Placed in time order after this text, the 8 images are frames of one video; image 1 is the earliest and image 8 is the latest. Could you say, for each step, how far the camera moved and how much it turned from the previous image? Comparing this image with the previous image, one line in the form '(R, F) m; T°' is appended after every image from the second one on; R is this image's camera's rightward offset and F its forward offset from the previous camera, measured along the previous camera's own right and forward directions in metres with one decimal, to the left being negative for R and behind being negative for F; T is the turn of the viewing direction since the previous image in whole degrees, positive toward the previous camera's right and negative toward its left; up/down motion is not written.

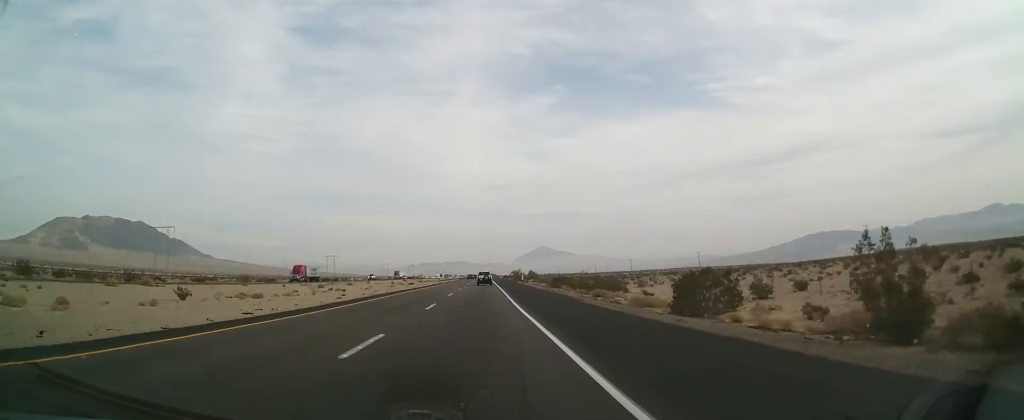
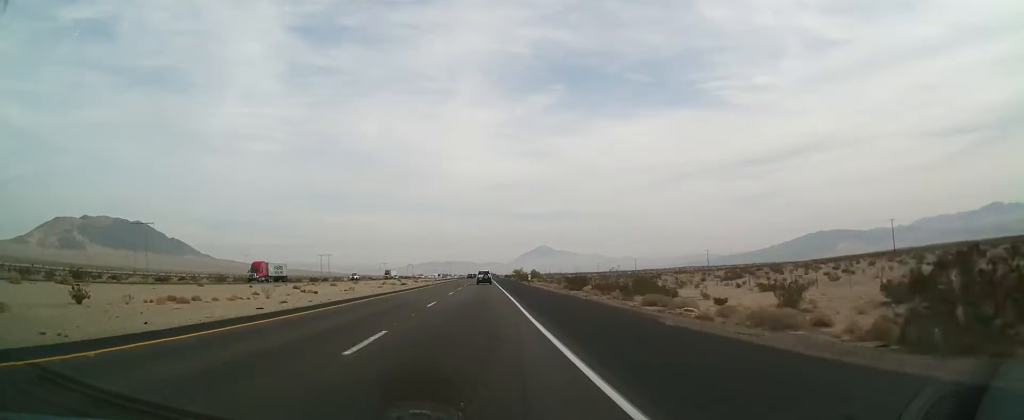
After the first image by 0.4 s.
(0.0, +14.3) m; 0°
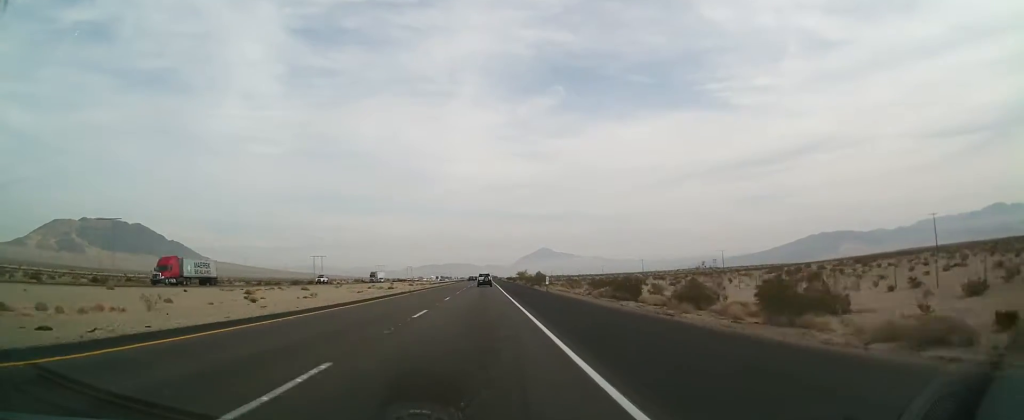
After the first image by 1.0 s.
(0.0, +19.8) m; 0°
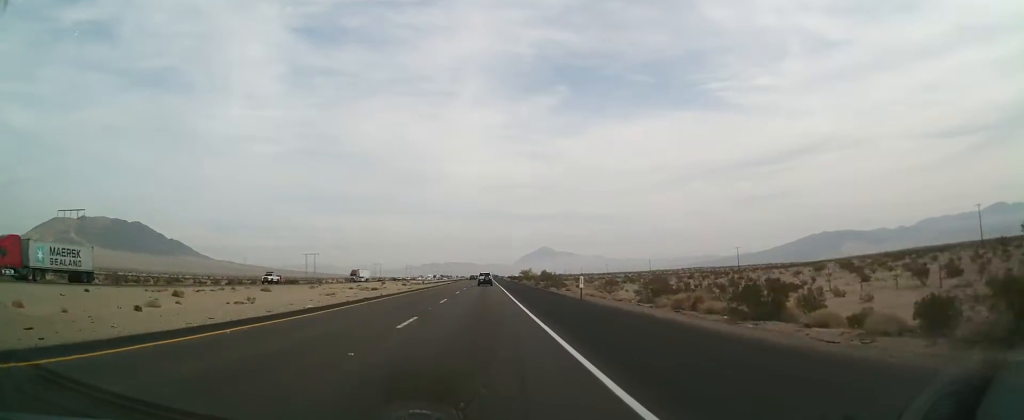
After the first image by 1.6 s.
(0.0, +18.7) m; 0°
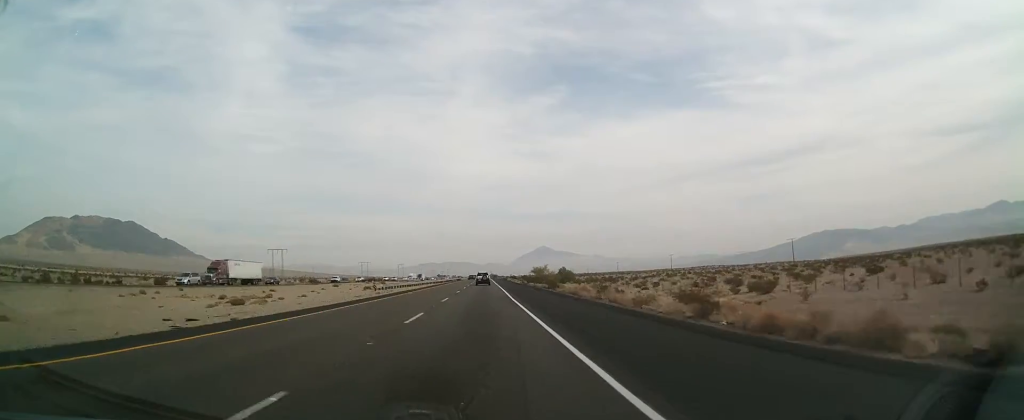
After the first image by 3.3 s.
(0.0, +56.8) m; +1°
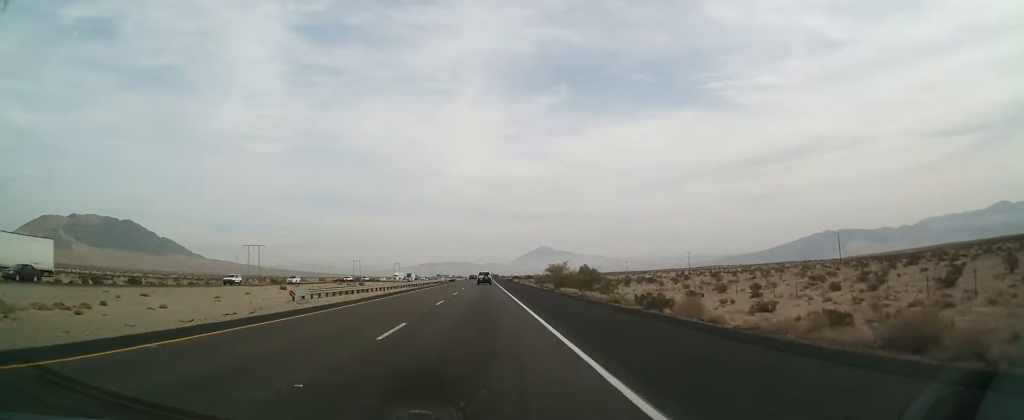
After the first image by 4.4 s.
(+0.4, +33.8) m; 0°
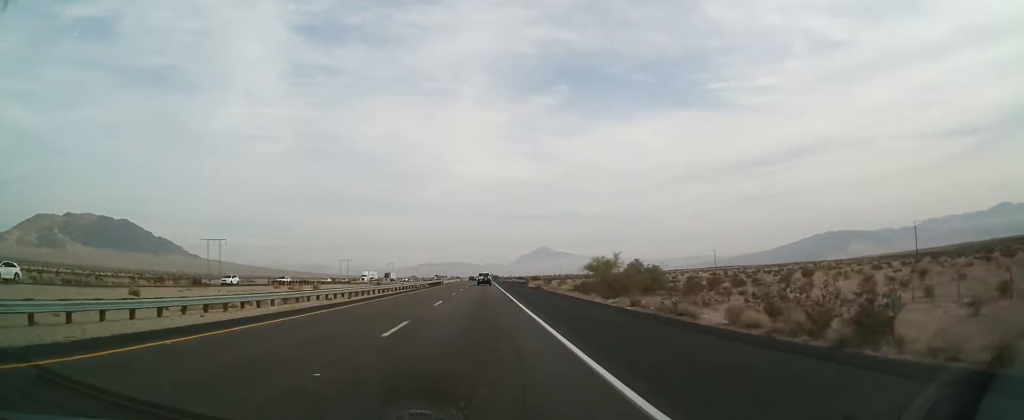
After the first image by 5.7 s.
(-0.7, +42.8) m; -1°
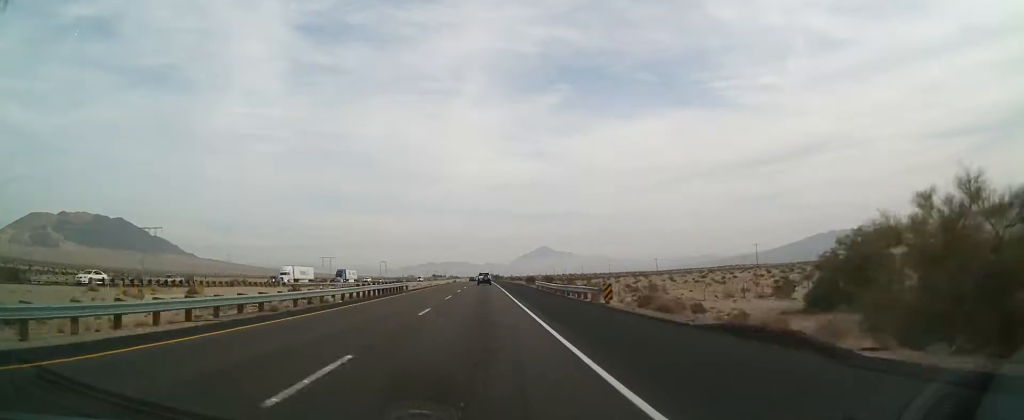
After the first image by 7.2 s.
(0.0, +50.6) m; 0°
